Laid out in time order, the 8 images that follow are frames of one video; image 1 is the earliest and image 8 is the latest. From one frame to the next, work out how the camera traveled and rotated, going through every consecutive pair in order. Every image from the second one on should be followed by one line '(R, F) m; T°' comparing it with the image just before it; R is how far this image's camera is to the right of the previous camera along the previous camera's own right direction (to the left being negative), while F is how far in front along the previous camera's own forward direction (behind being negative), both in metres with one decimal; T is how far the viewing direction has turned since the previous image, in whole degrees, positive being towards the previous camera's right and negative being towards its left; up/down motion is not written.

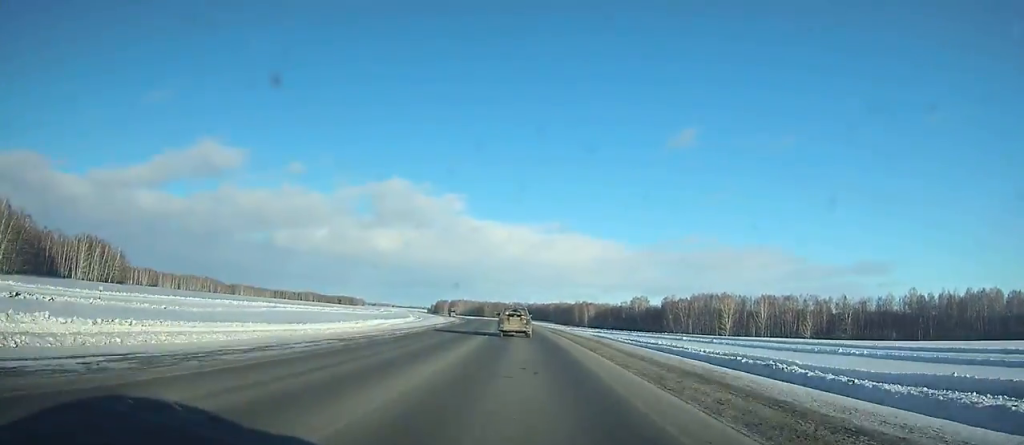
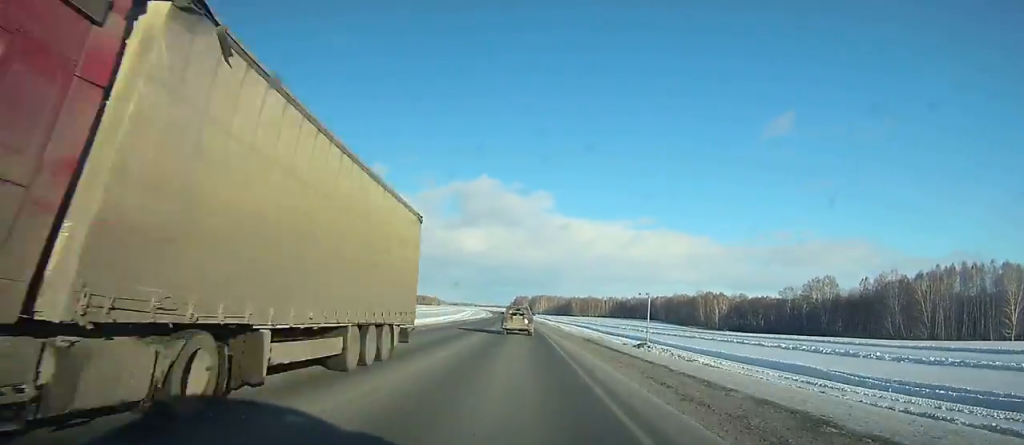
(-9.5, +156.7) m; -7°
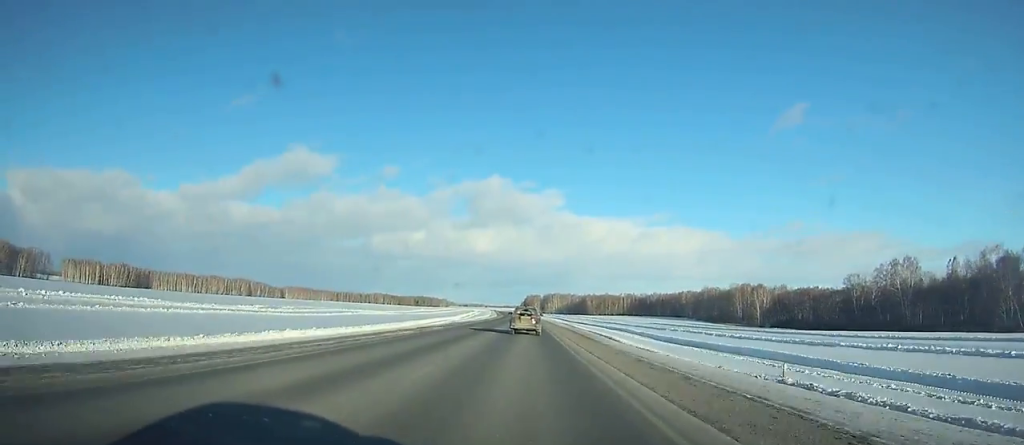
(-0.9, +49.4) m; -1°
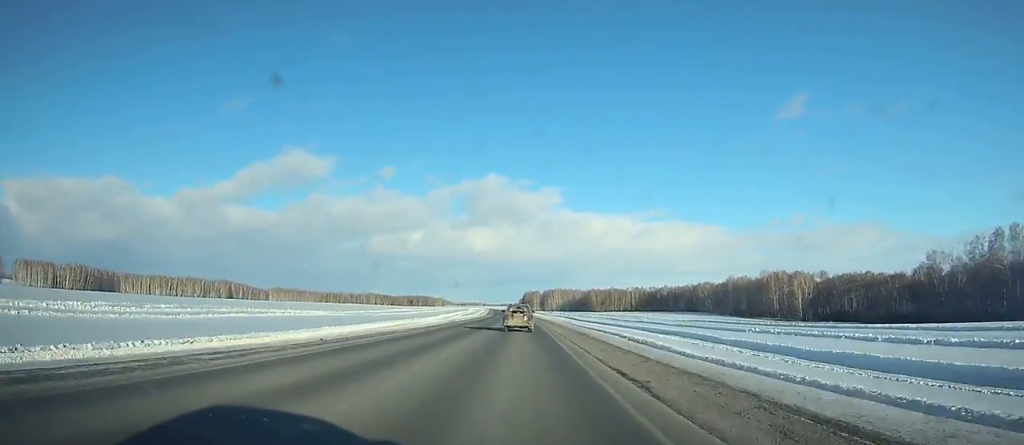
(-0.6, +53.0) m; -1°
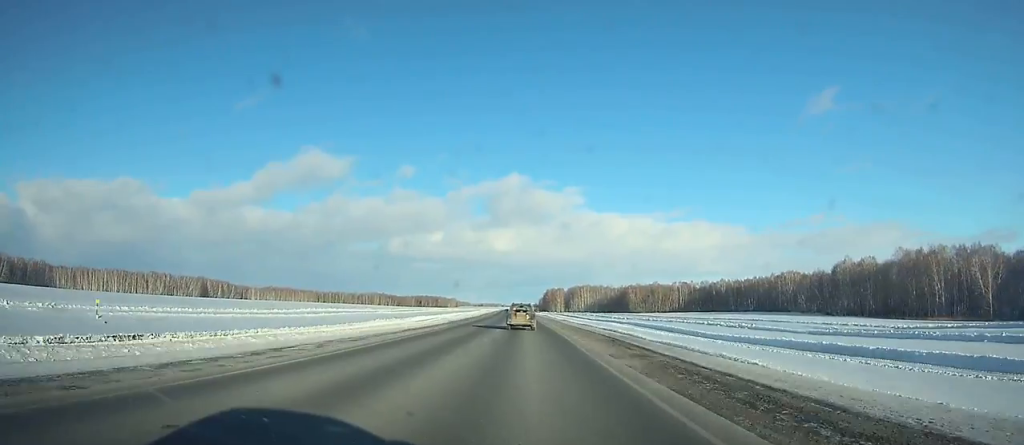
(-1.4, +113.1) m; -2°
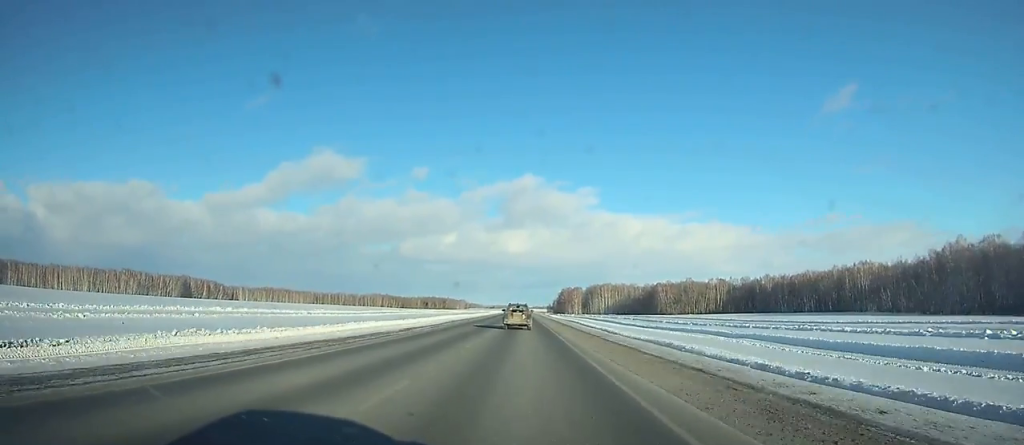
(-0.6, +63.0) m; -1°
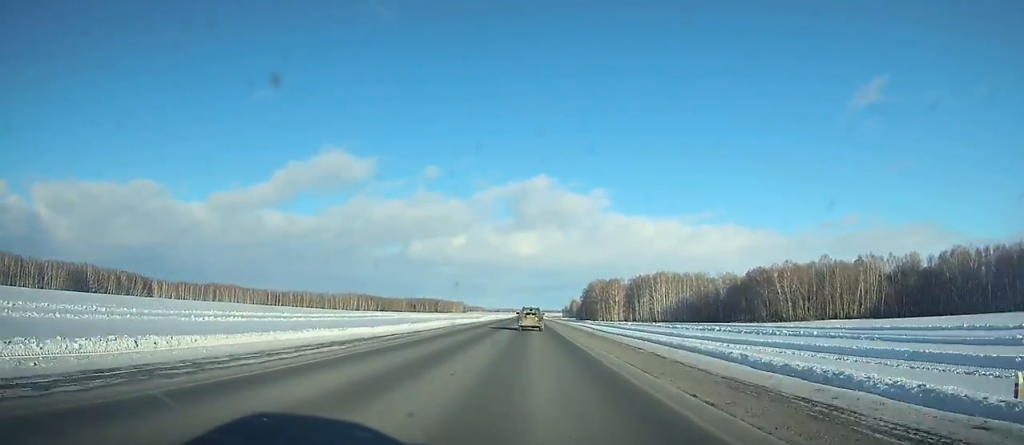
(-2.8, +178.0) m; -1°
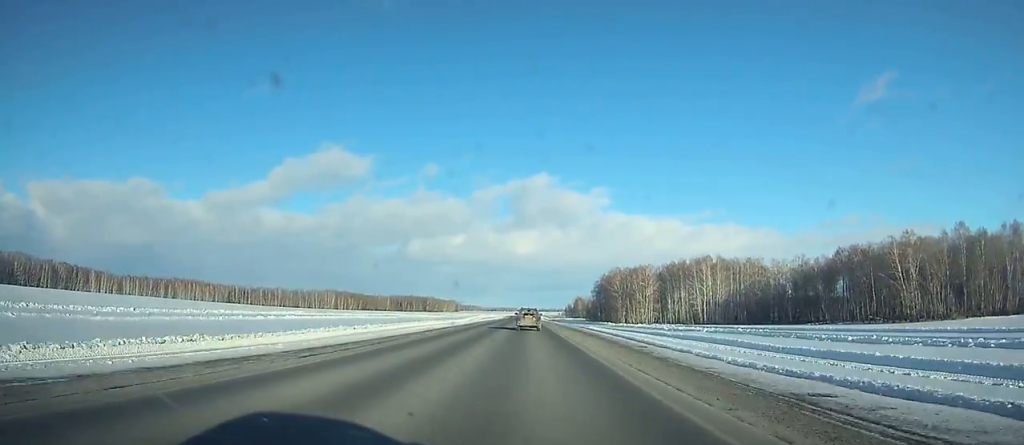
(+0.1, +79.0) m; 0°
